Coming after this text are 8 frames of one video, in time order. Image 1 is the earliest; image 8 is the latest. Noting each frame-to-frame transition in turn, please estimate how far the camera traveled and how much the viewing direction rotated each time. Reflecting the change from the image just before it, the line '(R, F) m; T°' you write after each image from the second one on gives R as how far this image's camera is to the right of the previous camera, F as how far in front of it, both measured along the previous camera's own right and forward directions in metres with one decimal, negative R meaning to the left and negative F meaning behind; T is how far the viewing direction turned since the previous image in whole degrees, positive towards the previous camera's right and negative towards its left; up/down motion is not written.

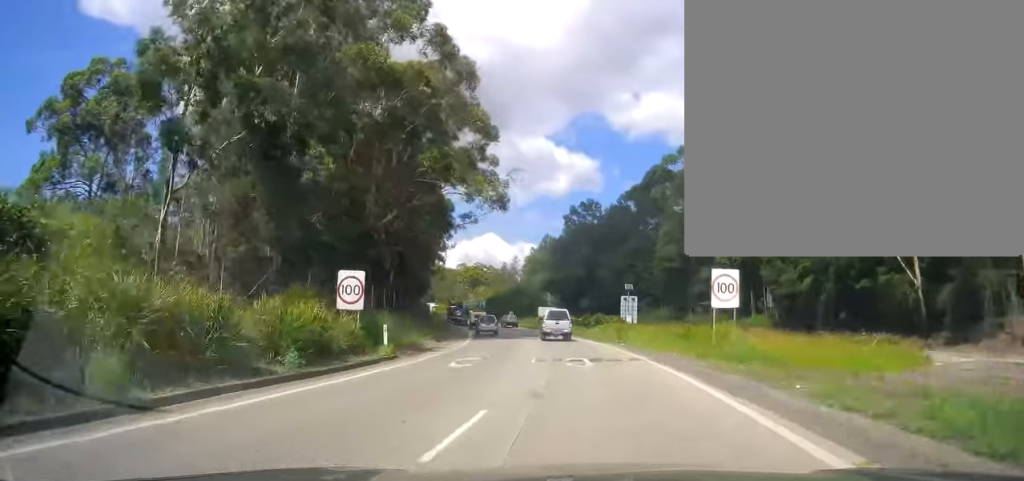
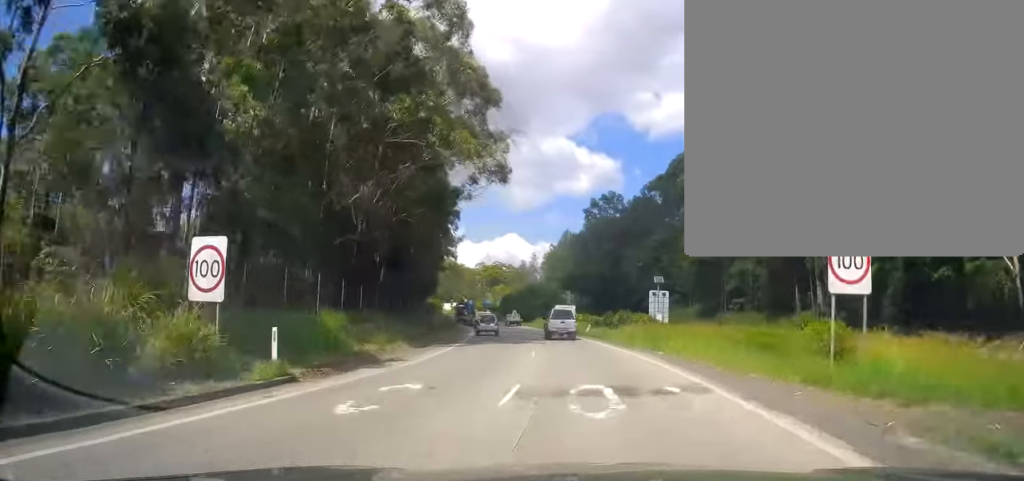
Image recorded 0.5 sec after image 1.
(-0.1, +8.1) m; -1°
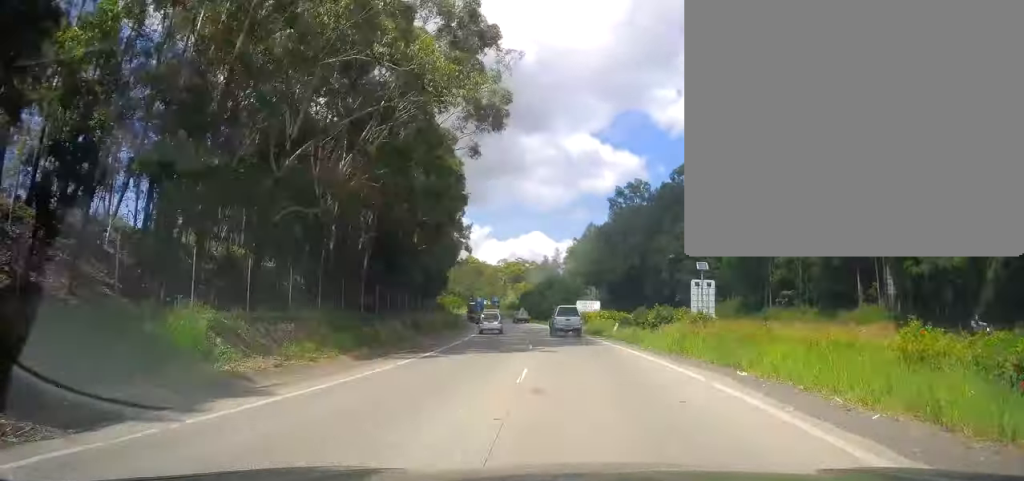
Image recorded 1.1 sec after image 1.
(0.0, +8.8) m; -2°
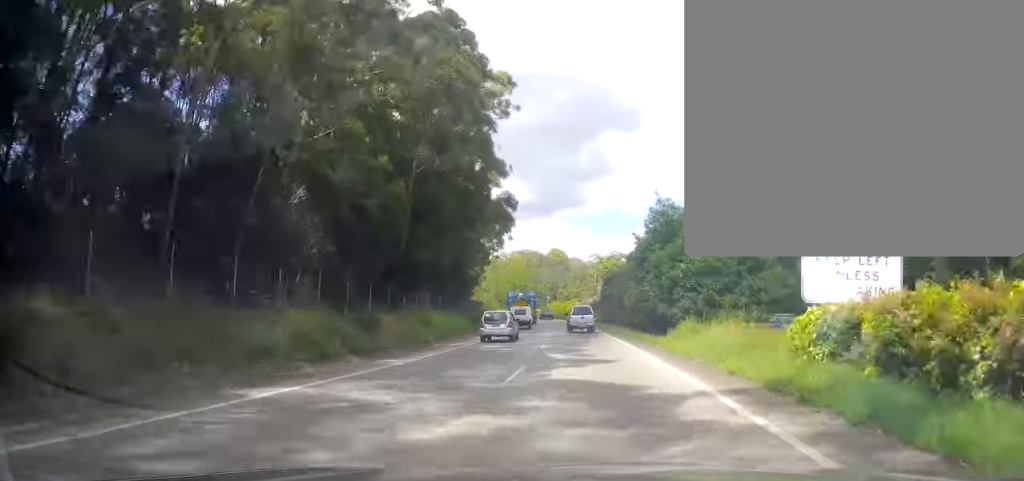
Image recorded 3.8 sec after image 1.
(-4.1, +46.3) m; -11°
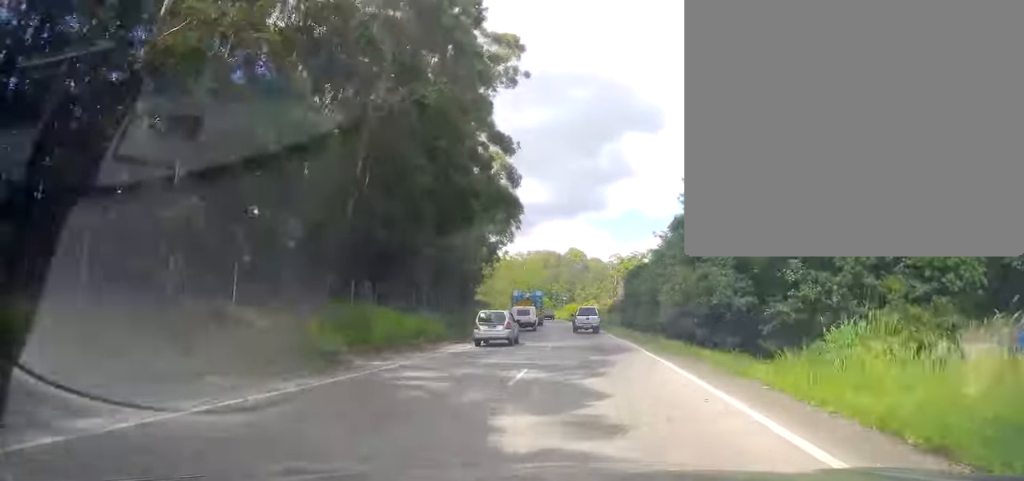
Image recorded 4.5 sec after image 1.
(-0.6, +12.1) m; -4°
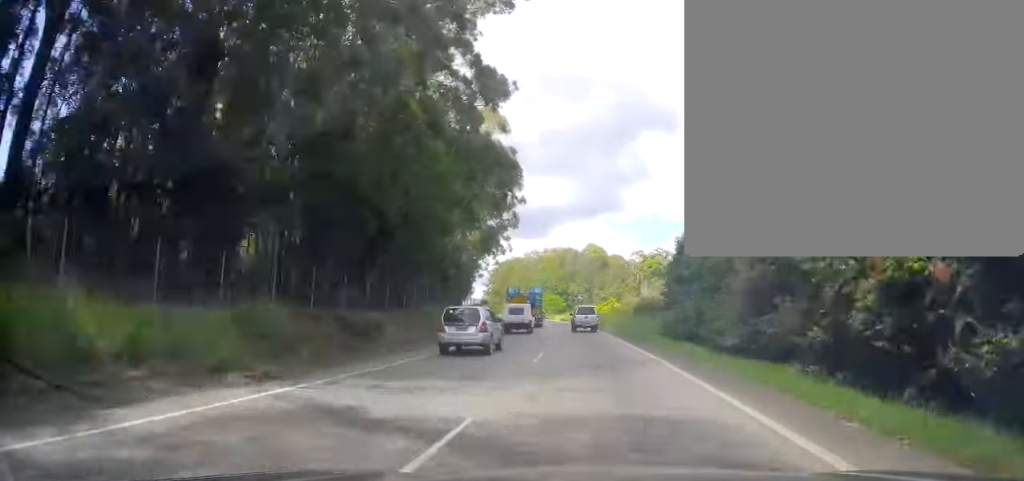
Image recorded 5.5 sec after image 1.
(-0.8, +18.5) m; -2°
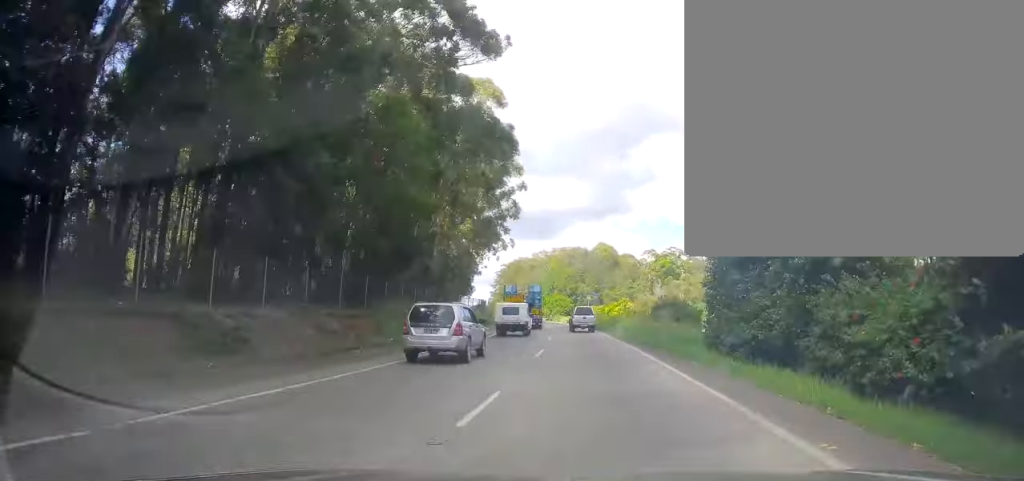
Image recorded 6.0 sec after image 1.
(0.0, +9.4) m; -1°
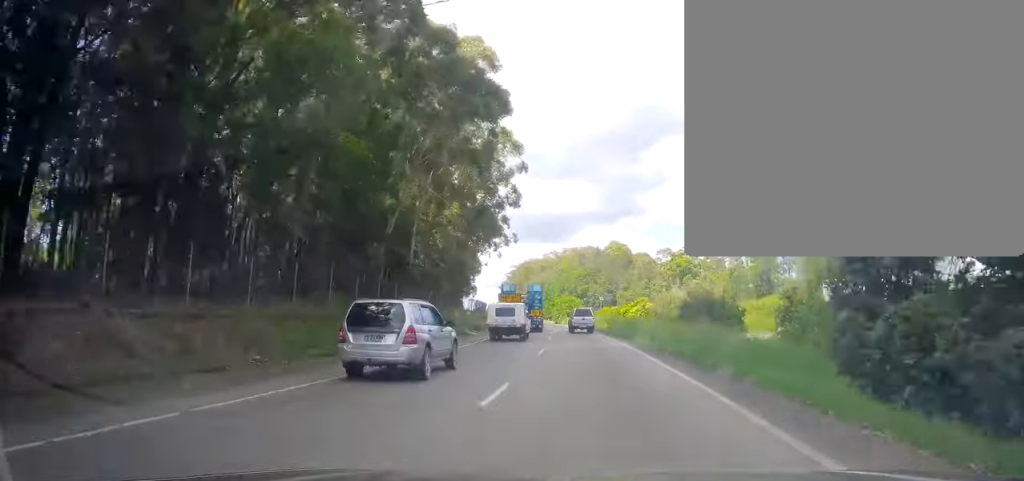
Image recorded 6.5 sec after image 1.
(+0.3, +10.1) m; 0°
